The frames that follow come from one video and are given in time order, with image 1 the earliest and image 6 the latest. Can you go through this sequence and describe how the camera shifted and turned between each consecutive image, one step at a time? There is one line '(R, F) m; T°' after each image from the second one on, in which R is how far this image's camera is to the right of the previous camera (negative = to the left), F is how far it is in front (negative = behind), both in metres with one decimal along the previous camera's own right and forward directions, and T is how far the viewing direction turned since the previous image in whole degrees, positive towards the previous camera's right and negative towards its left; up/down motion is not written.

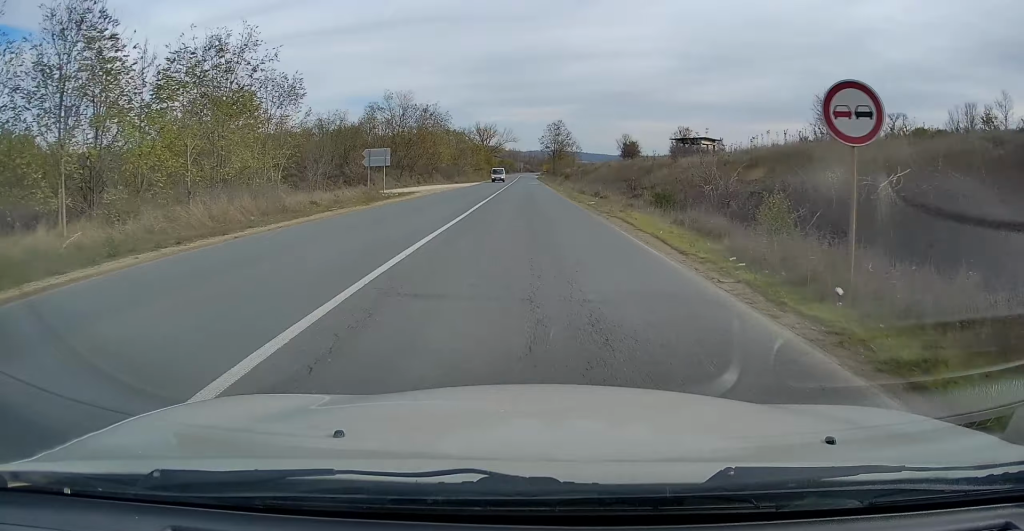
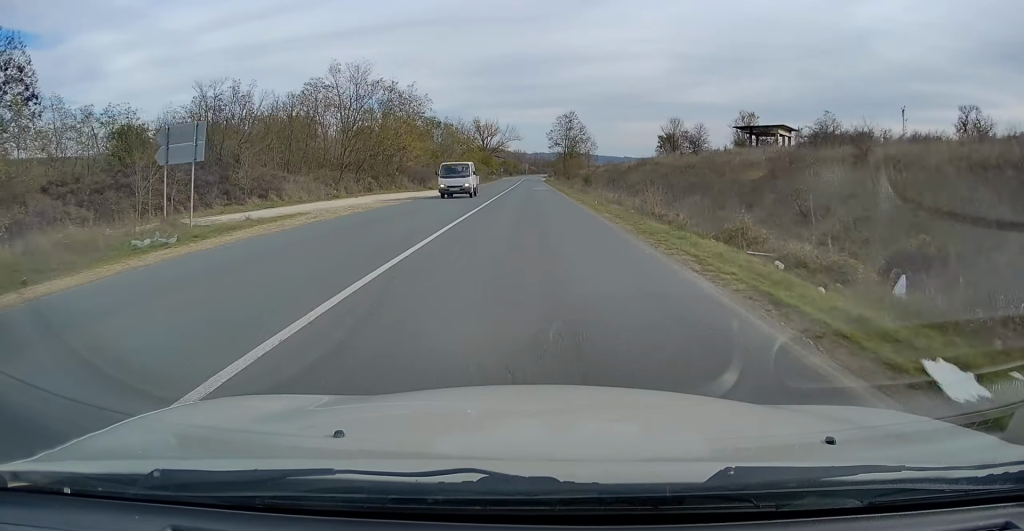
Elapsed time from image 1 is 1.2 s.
(-0.3, +25.1) m; -1°
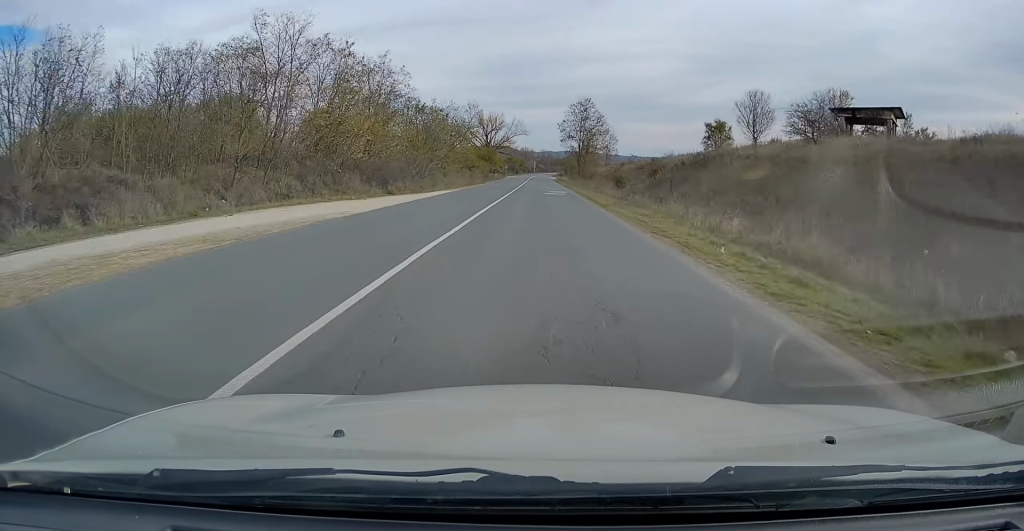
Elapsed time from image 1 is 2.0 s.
(+0.1, +18.8) m; 0°
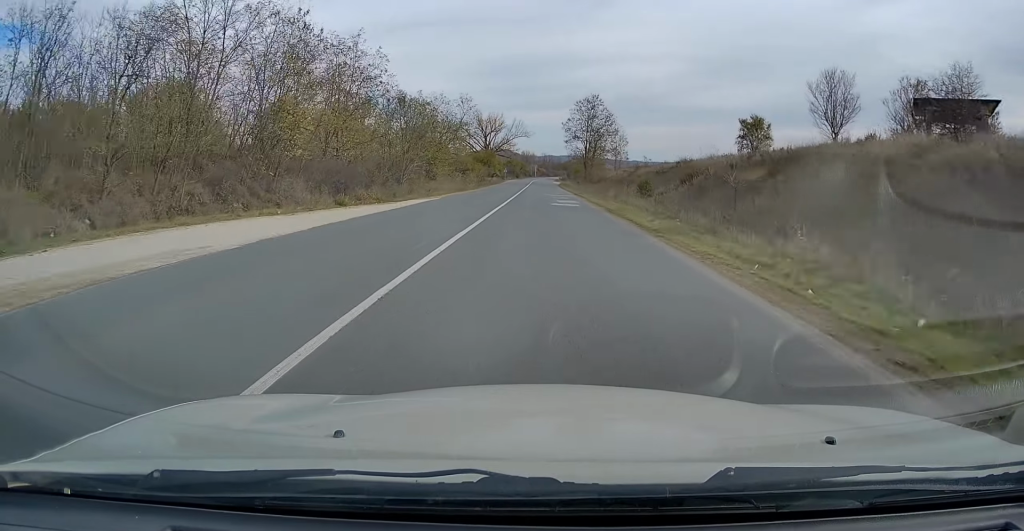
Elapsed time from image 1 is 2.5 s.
(+0.2, +10.2) m; 0°
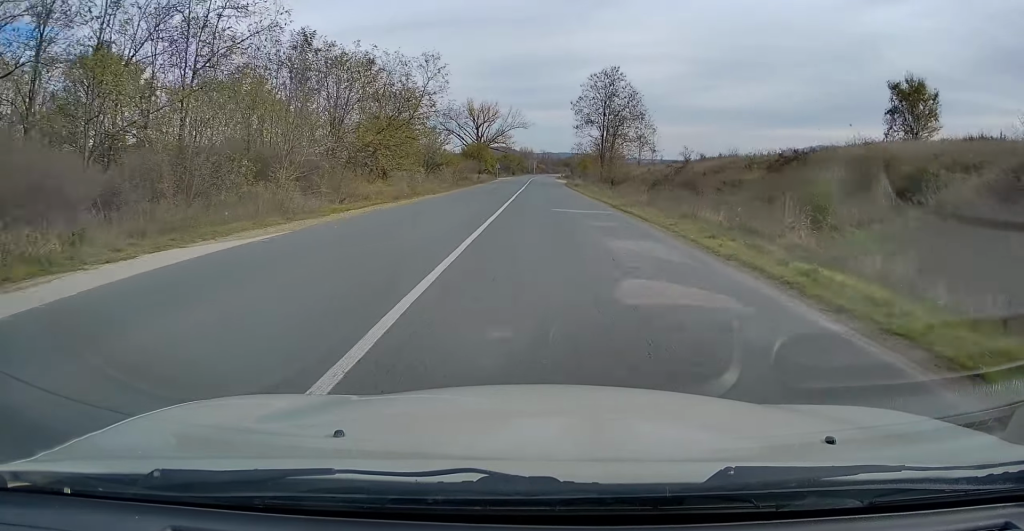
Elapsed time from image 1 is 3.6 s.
(-0.4, +23.2) m; 0°
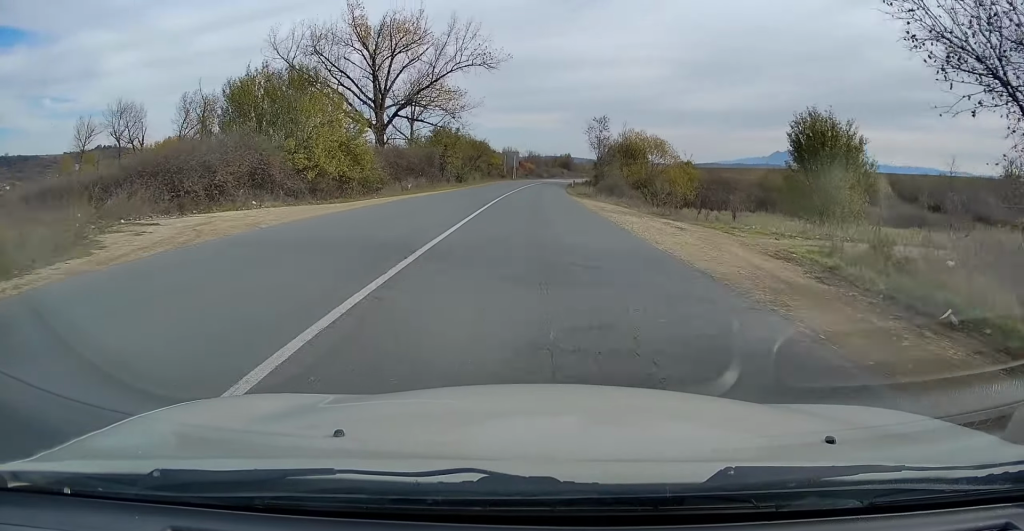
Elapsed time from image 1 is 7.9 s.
(+1.7, +95.4) m; +1°
